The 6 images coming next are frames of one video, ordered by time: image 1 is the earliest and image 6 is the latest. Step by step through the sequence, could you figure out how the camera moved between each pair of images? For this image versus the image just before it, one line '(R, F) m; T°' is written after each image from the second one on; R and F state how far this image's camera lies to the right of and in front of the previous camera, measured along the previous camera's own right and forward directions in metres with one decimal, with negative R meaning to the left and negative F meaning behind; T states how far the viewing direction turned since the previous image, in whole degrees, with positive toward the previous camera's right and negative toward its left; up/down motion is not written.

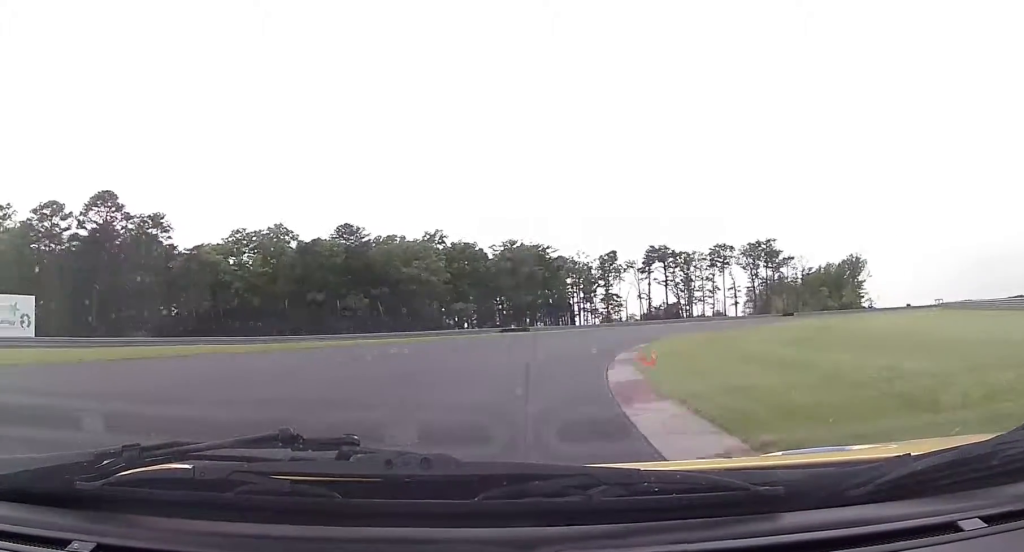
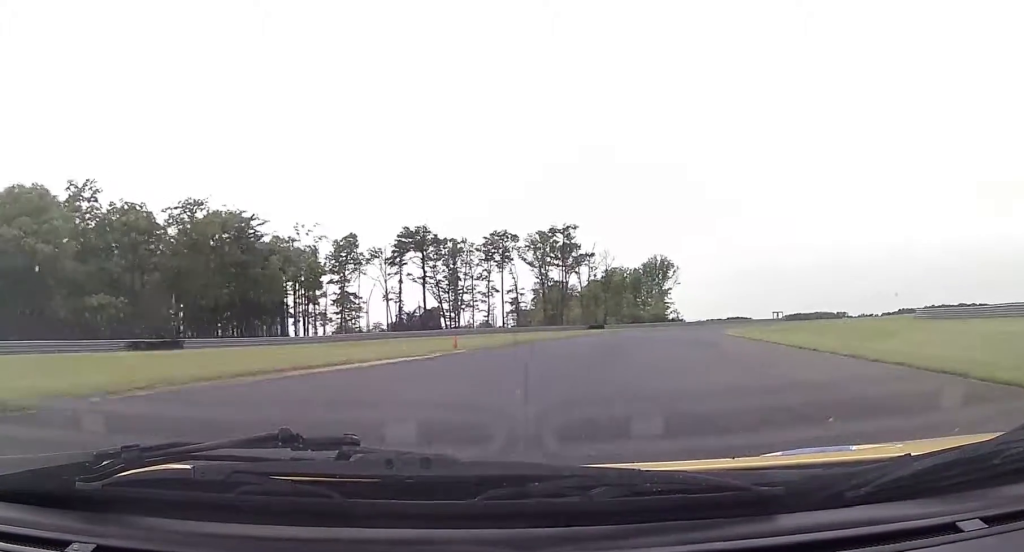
(+9.7, +47.7) m; +22°
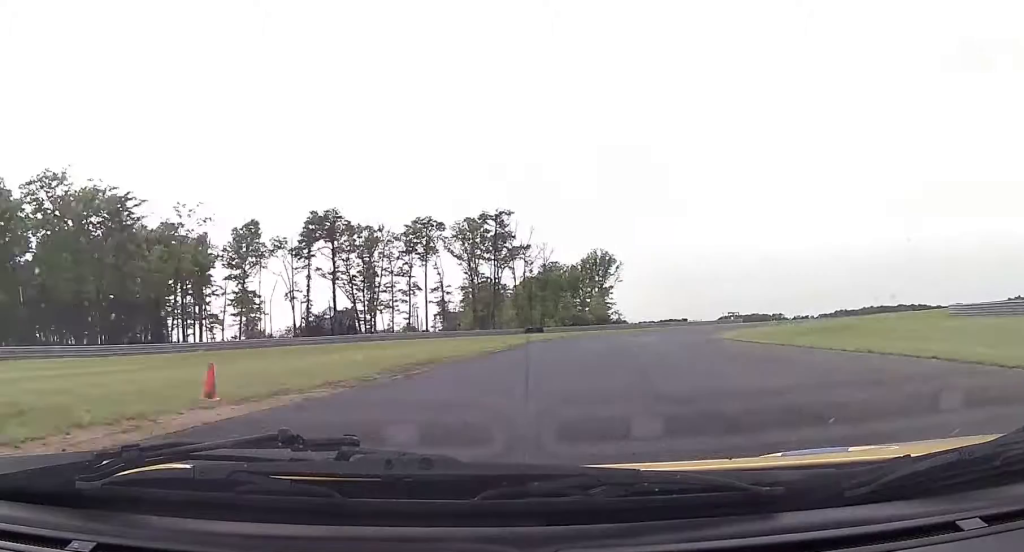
(+1.4, +17.0) m; +6°
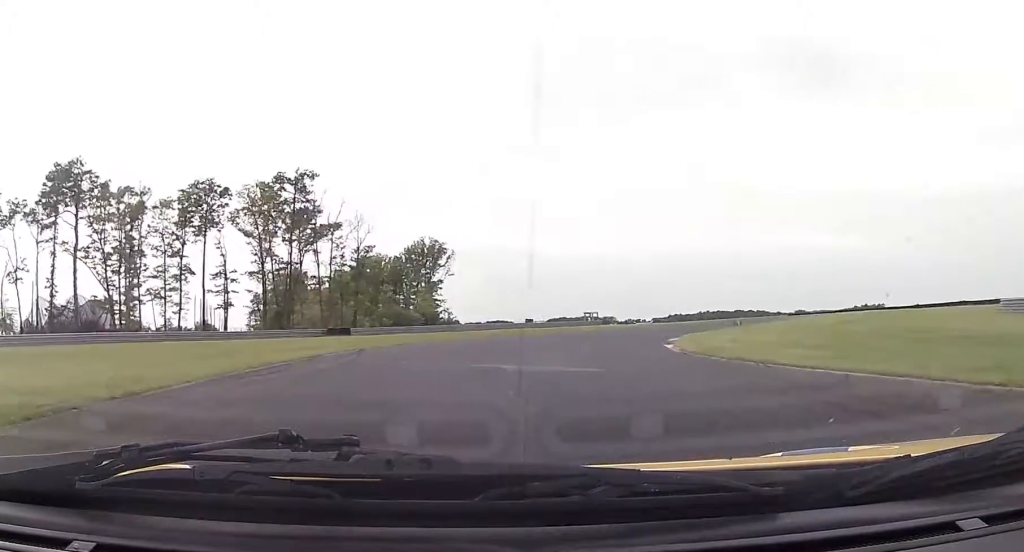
(+2.7, +28.4) m; +12°
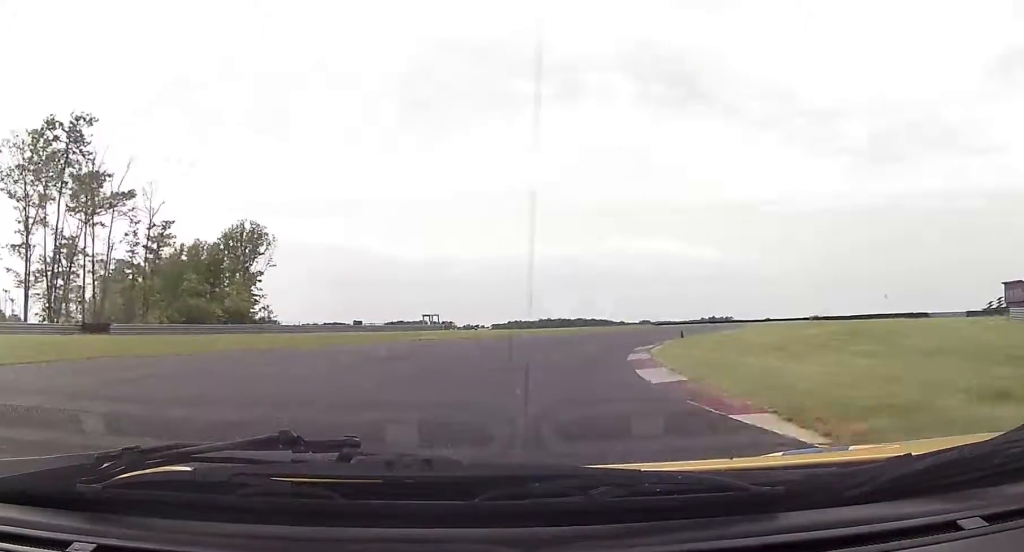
(+1.7, +21.0) m; +11°
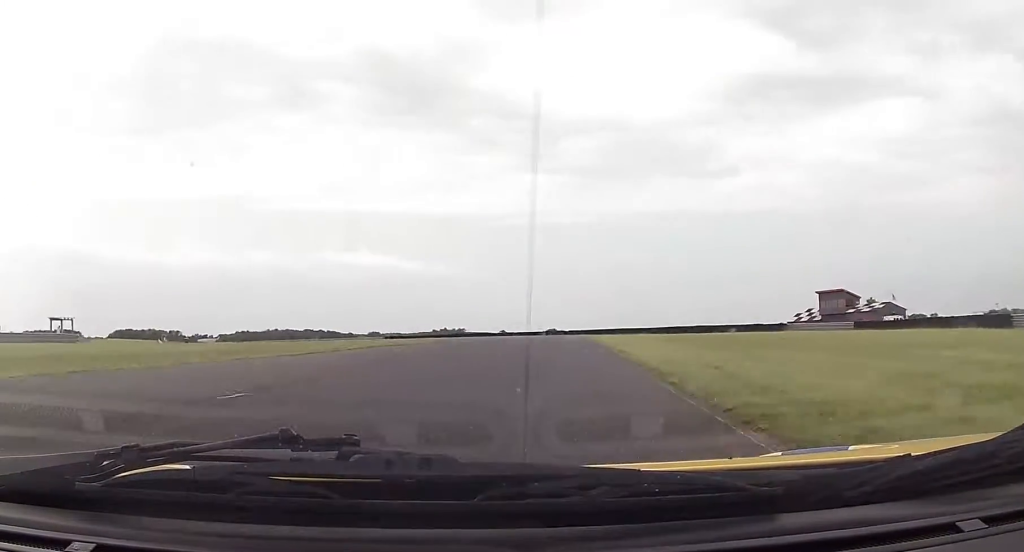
(+6.9, +35.9) m; +20°
